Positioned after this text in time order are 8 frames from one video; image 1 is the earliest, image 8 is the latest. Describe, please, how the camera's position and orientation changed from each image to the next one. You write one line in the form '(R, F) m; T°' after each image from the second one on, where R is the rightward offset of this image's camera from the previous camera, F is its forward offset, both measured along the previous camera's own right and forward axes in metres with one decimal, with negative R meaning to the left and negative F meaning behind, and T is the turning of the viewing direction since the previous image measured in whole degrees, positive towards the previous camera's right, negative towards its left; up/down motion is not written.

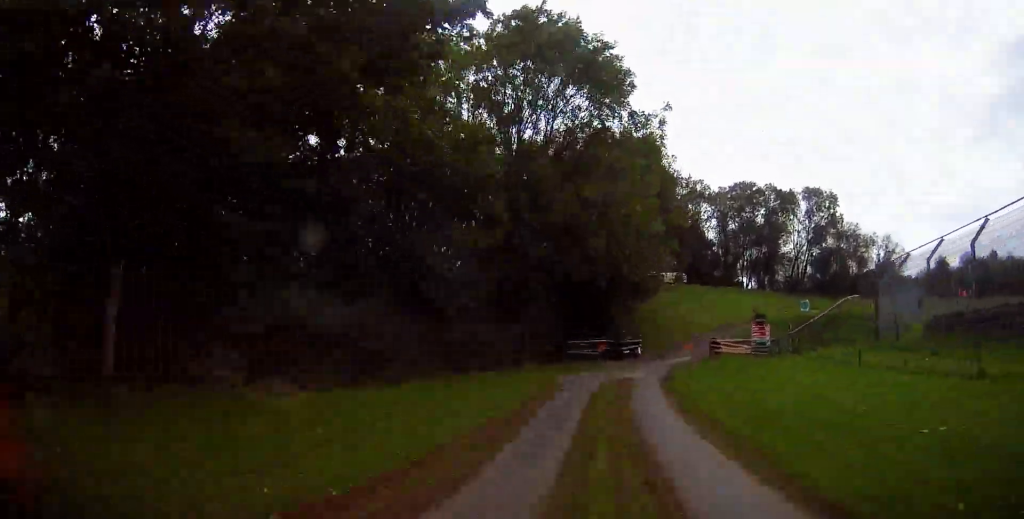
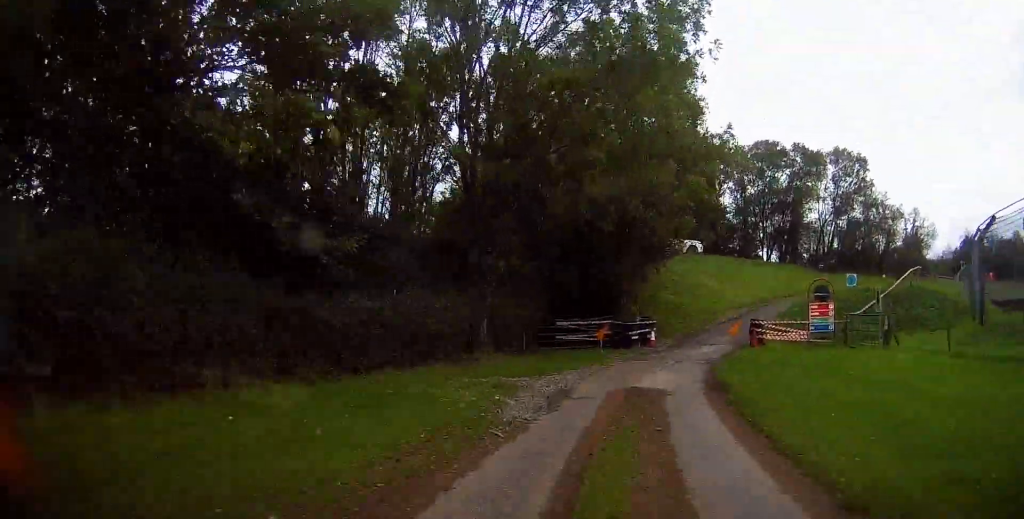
(0.0, +9.4) m; +2°
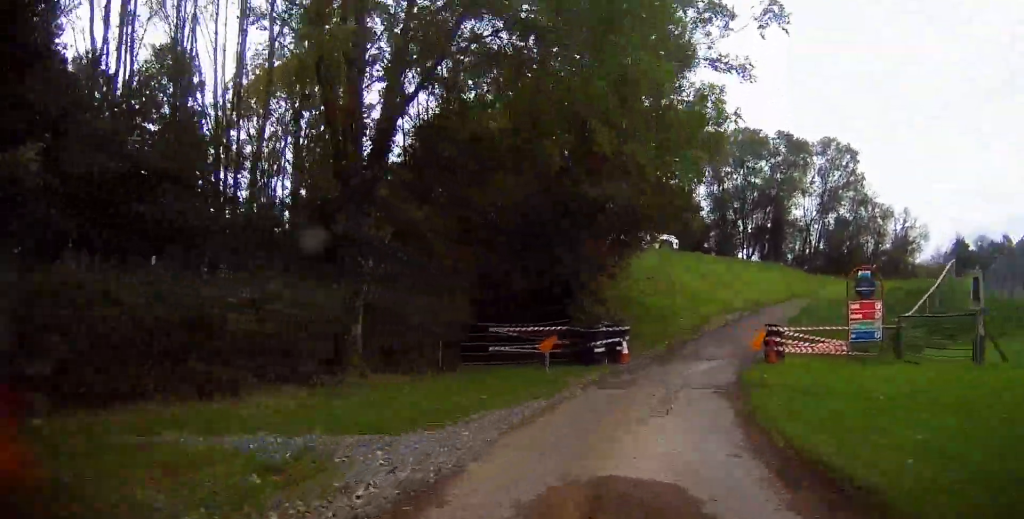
(-0.2, +7.7) m; +3°
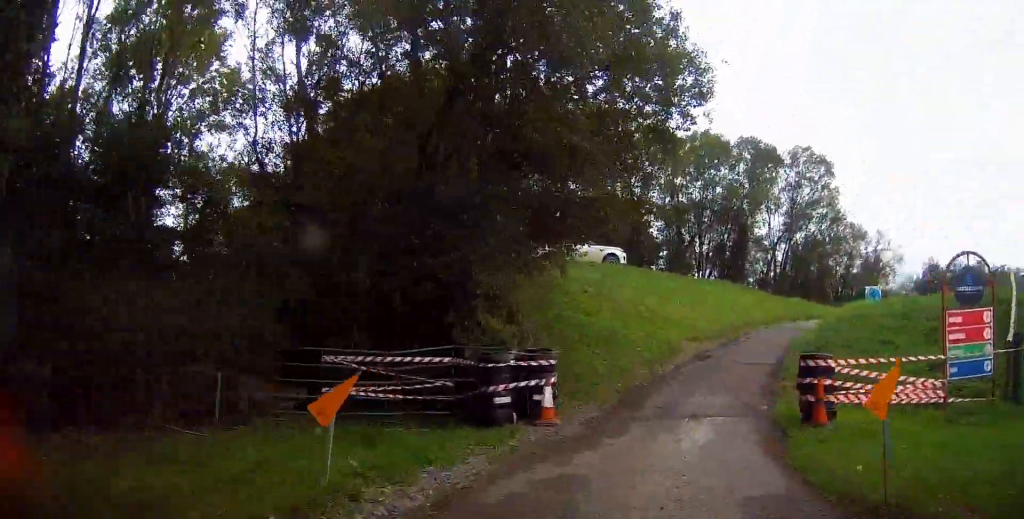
(+0.4, +7.8) m; +6°
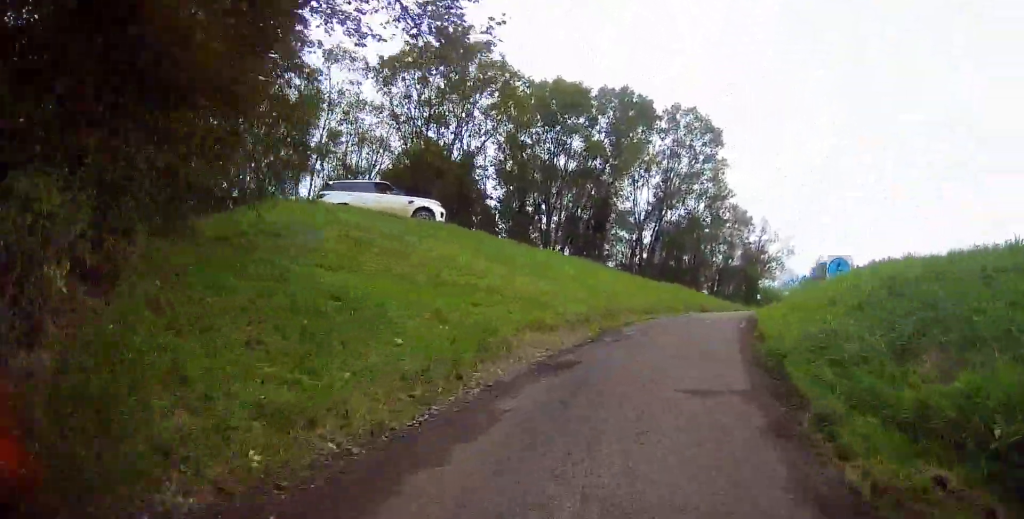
(+0.1, +9.4) m; +10°
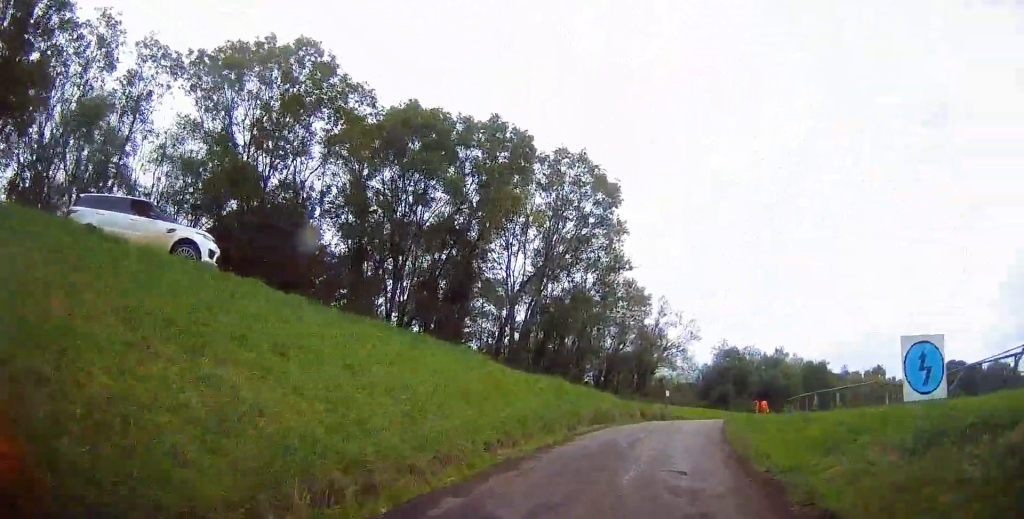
(+1.4, +8.7) m; +8°
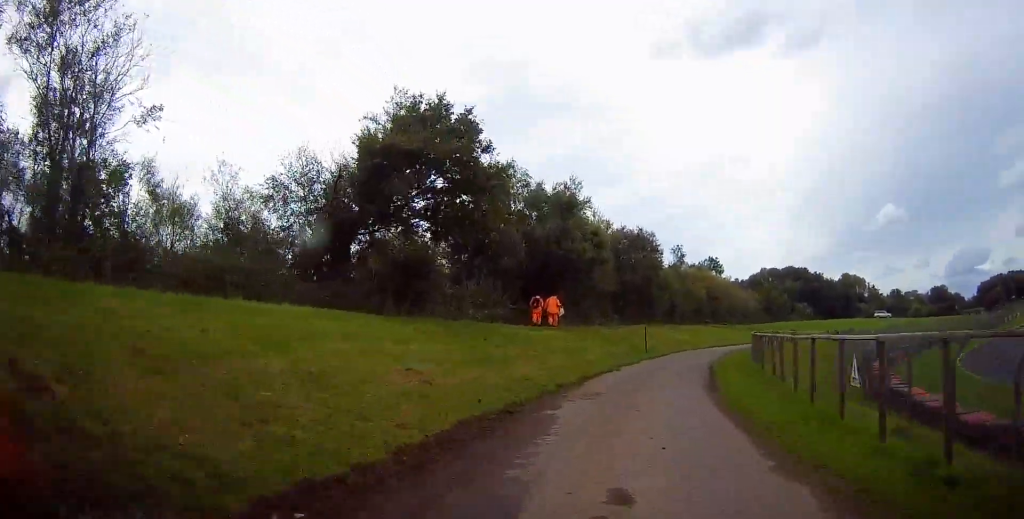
(+12.7, +46.4) m; +25°
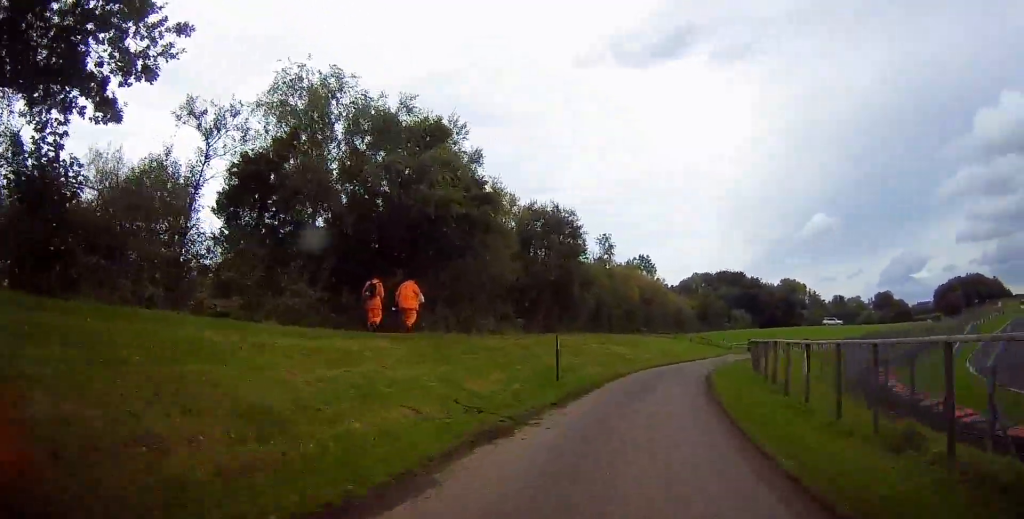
(+0.4, +14.0) m; +5°
